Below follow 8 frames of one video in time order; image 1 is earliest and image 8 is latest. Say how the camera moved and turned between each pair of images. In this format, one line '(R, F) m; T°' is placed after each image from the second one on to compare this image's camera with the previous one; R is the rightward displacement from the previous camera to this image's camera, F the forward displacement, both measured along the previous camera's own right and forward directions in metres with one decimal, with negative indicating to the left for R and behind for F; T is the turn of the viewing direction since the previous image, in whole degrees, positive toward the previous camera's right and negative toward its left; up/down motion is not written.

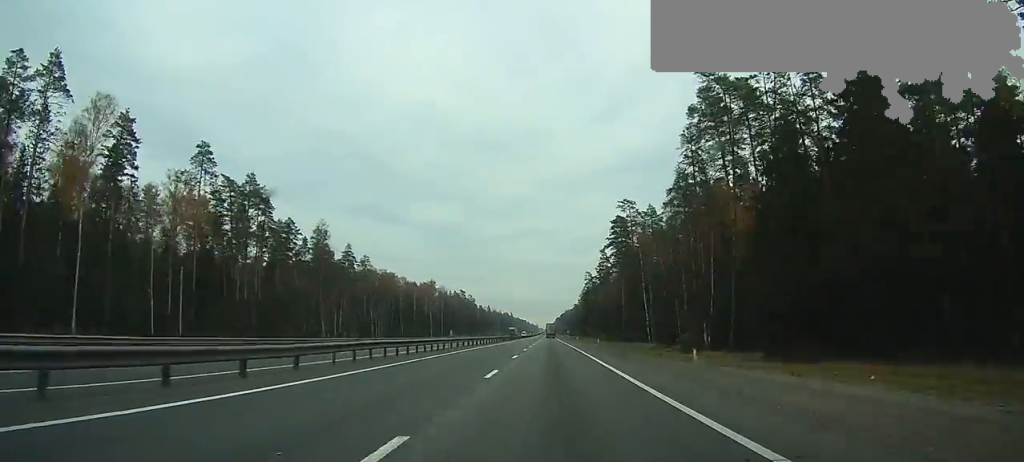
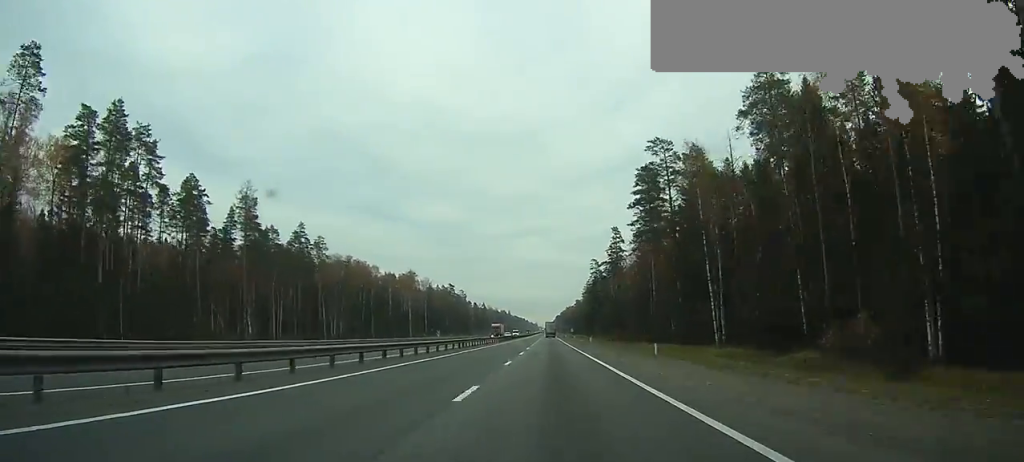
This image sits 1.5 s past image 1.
(-0.1, +42.0) m; 0°
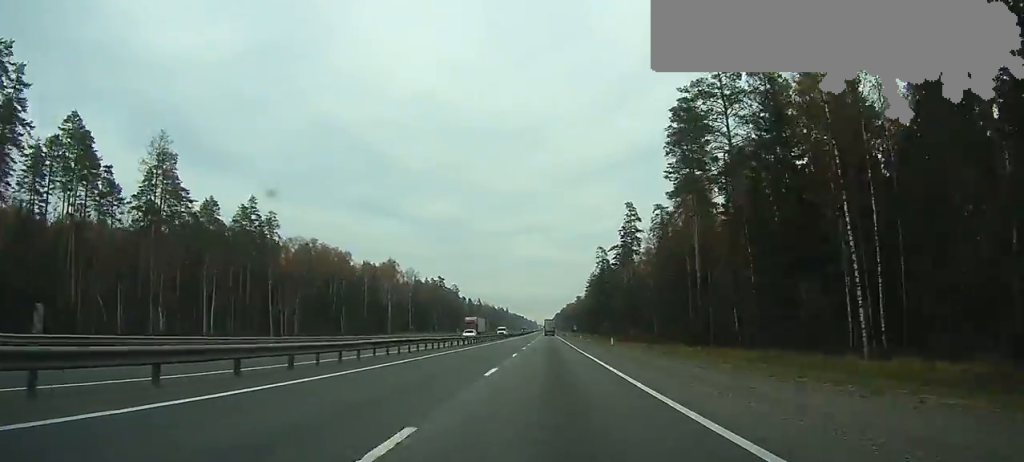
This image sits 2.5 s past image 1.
(0.0, +31.4) m; 0°
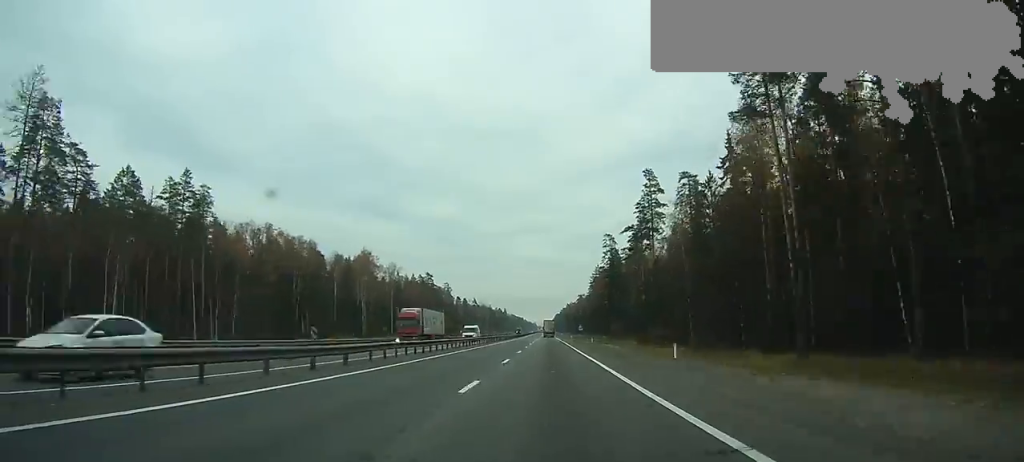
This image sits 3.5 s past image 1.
(0.0, +31.5) m; 0°
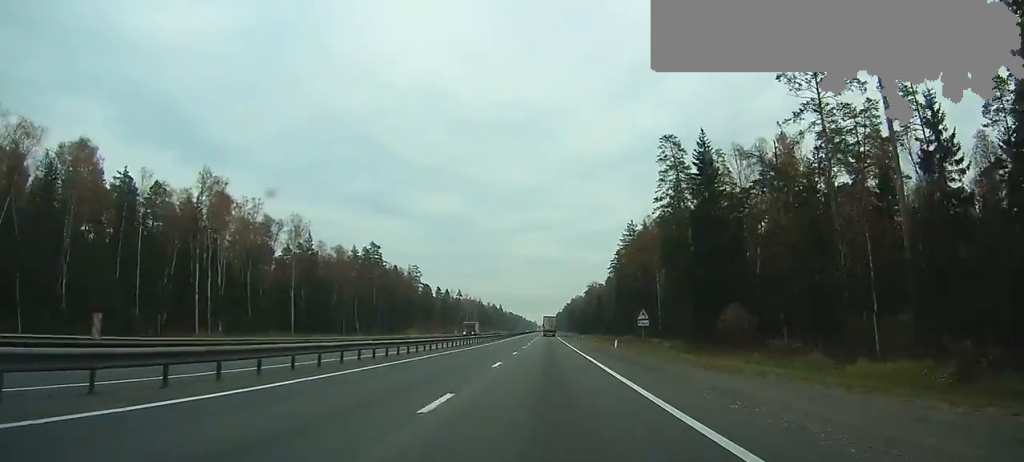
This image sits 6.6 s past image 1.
(+0.1, +97.2) m; 0°
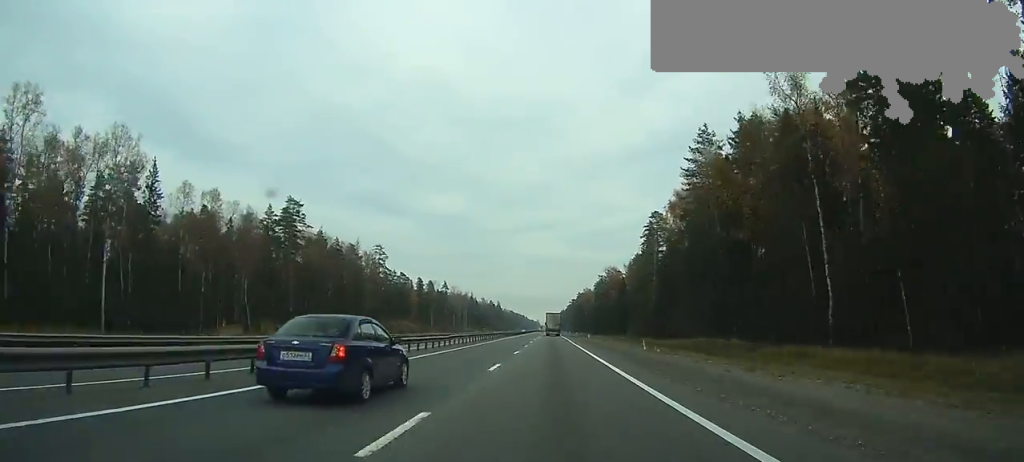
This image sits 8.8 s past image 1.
(0.0, +66.7) m; 0°
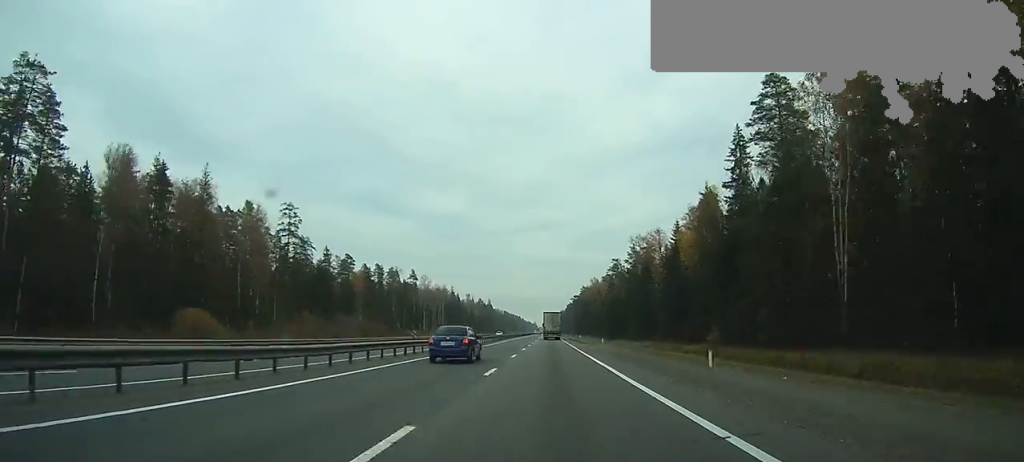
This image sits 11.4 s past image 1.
(0.0, +74.8) m; 0°
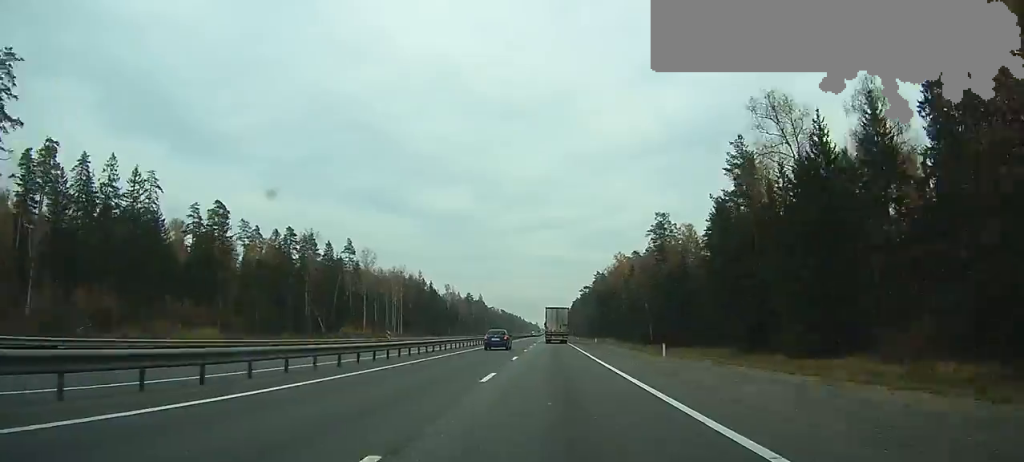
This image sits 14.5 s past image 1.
(-0.1, +85.5) m; -1°
